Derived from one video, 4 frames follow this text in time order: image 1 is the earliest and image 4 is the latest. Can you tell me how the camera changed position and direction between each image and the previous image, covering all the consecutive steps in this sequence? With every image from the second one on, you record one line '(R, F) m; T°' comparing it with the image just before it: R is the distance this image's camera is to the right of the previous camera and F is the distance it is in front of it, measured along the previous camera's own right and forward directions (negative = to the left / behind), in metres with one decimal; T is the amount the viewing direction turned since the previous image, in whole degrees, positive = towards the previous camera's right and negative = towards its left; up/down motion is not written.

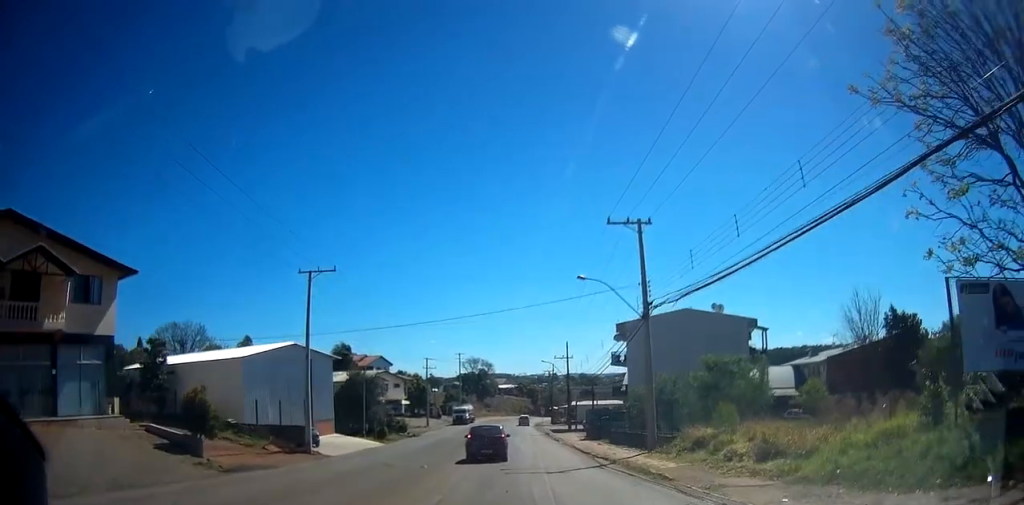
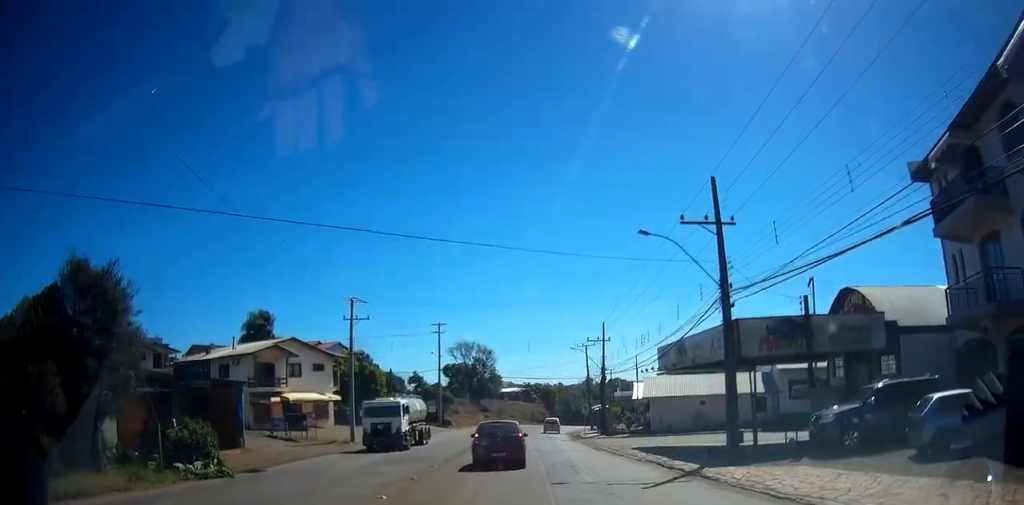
(-1.7, +42.7) m; 0°
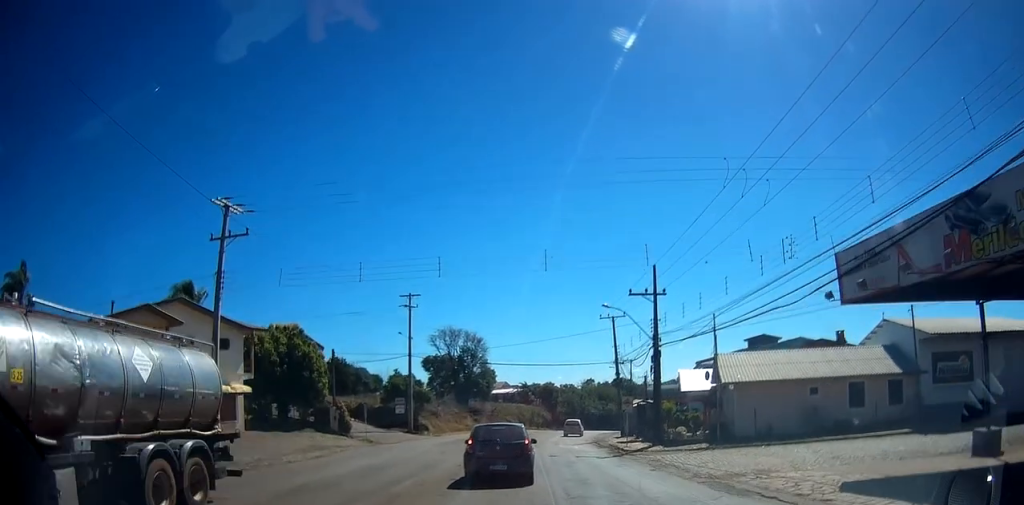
(-0.3, +21.0) m; -3°
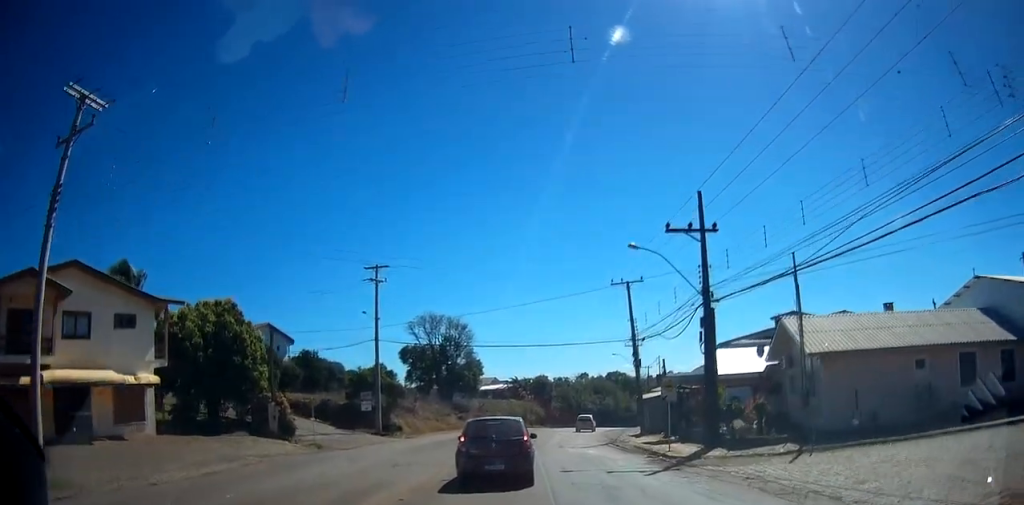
(0.0, +12.8) m; +2°
